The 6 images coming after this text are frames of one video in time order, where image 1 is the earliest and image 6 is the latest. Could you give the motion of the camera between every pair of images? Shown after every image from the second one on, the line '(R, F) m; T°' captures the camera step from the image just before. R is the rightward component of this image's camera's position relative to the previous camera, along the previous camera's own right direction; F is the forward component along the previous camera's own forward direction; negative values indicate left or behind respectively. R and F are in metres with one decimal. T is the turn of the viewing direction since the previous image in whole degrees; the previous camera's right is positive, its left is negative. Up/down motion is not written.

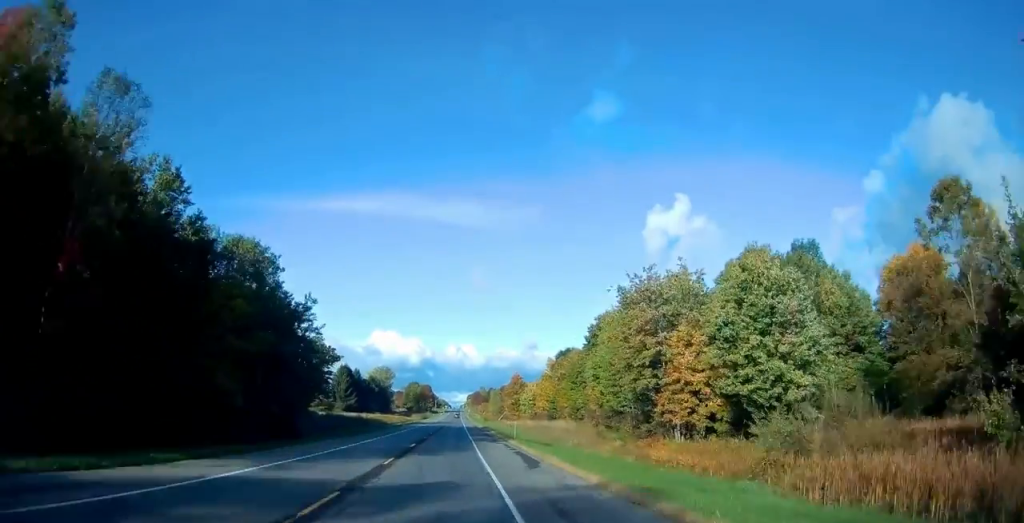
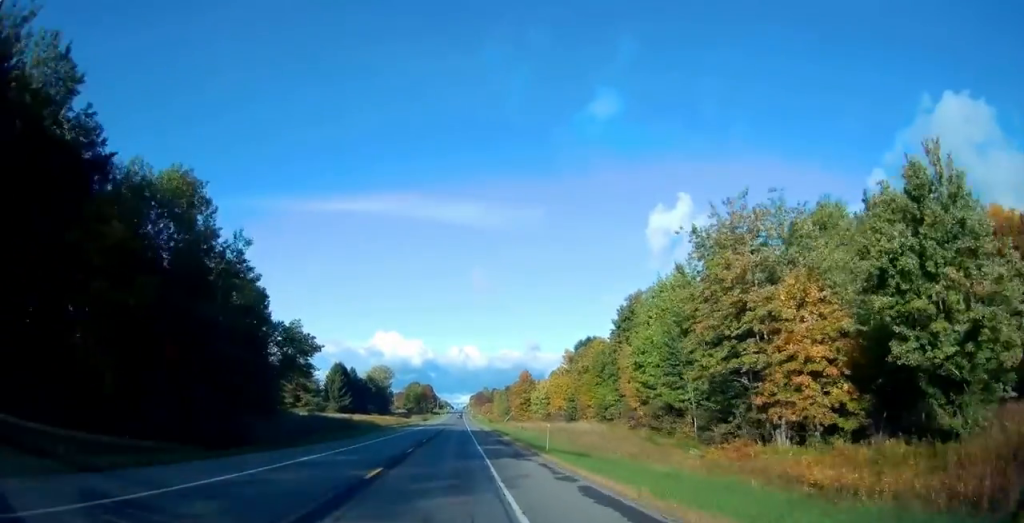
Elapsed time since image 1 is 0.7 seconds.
(-0.1, +17.3) m; 0°
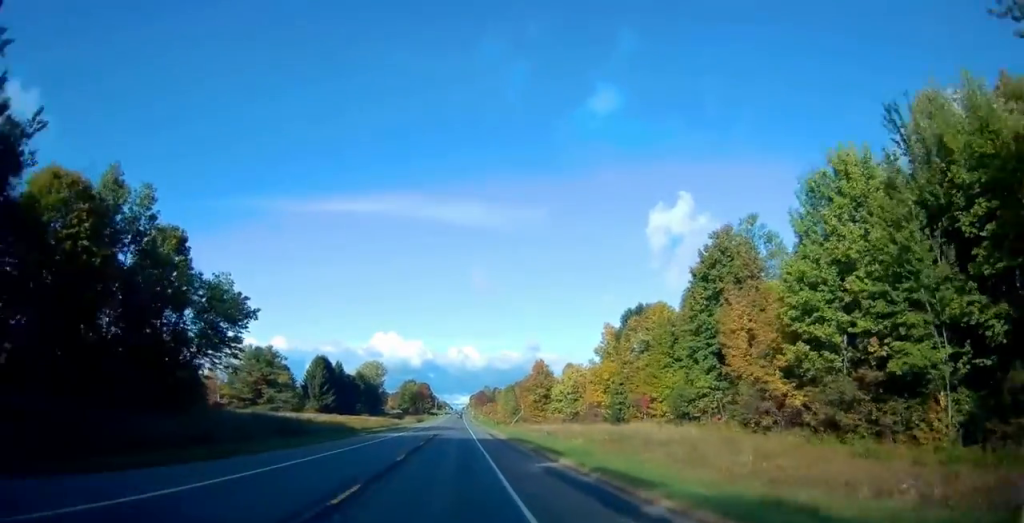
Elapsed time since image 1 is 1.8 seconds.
(+0.1, +29.5) m; 0°
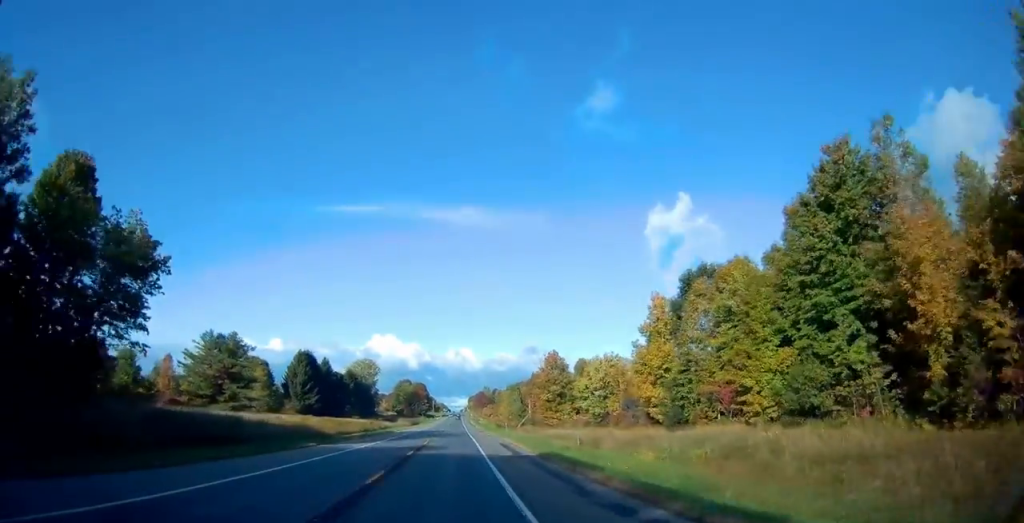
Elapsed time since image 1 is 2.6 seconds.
(-0.1, +20.3) m; 0°
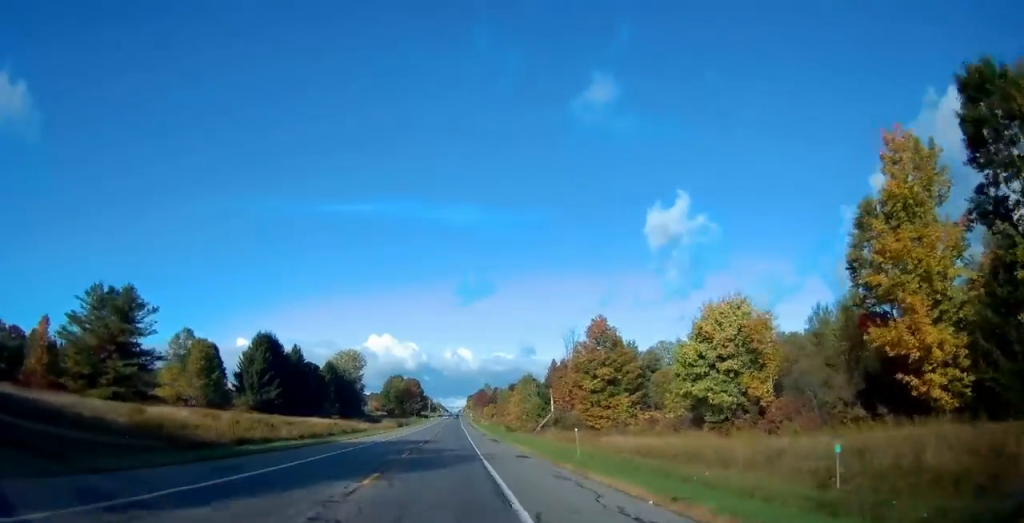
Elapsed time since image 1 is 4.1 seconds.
(+0.4, +37.5) m; 0°
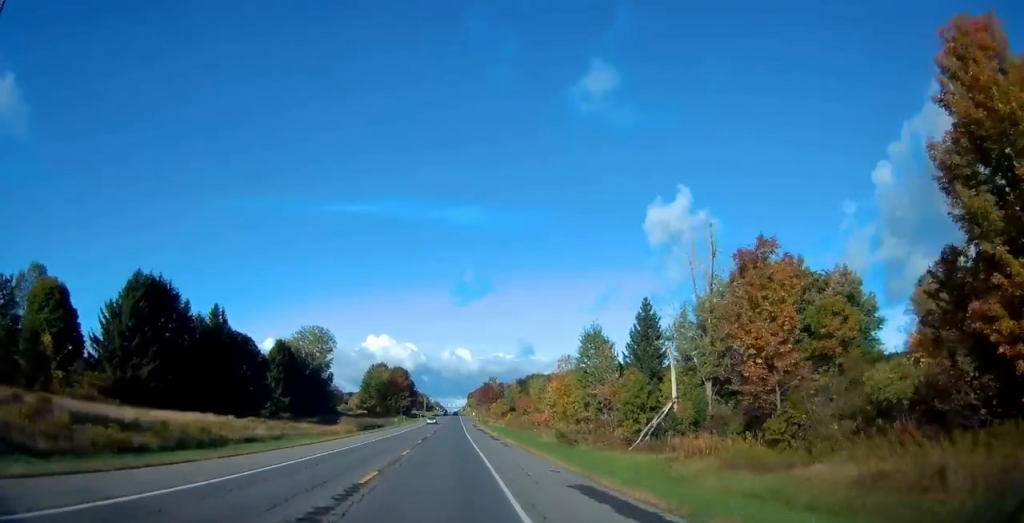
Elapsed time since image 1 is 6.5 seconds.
(-0.1, +60.7) m; +1°
